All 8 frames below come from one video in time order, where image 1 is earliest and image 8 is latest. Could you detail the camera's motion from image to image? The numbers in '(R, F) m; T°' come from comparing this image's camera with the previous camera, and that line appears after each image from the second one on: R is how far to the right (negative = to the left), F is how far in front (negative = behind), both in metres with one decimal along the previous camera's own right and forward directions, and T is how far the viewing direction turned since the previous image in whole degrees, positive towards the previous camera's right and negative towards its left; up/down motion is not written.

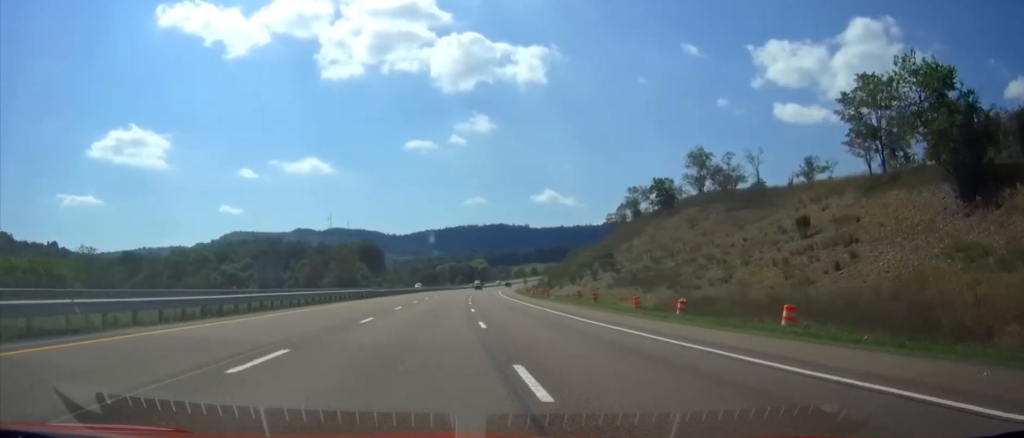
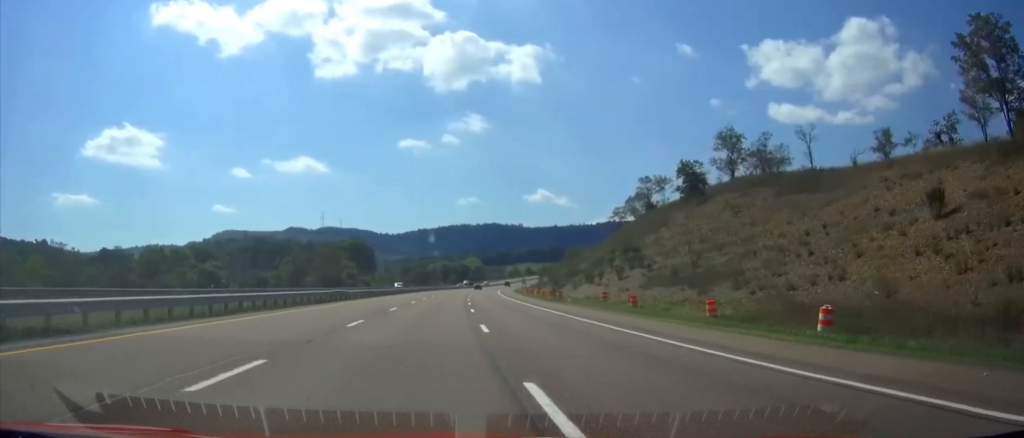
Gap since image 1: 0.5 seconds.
(0.0, +14.3) m; +1°
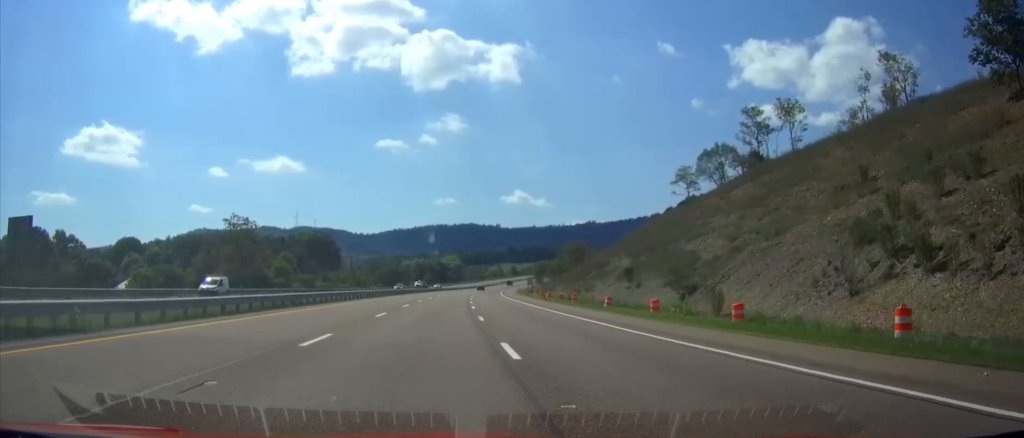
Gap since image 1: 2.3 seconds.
(+1.1, +57.6) m; +2°
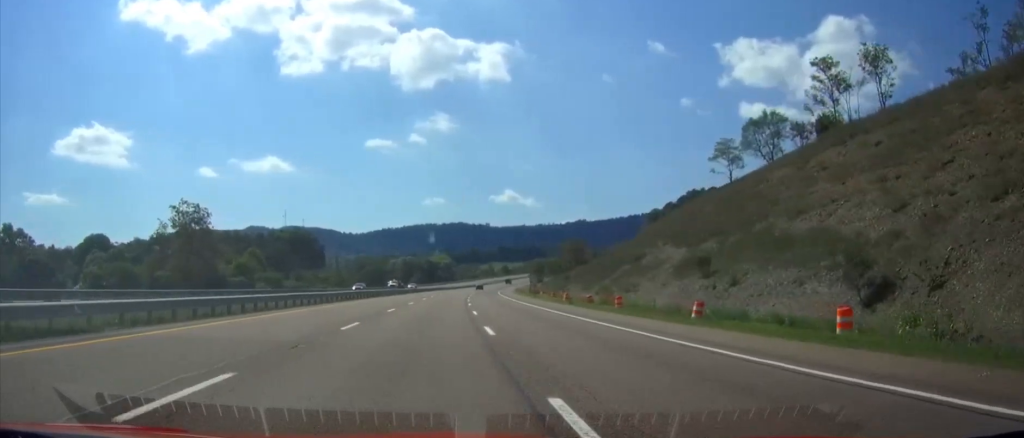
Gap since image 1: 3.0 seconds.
(+0.2, +19.7) m; +1°
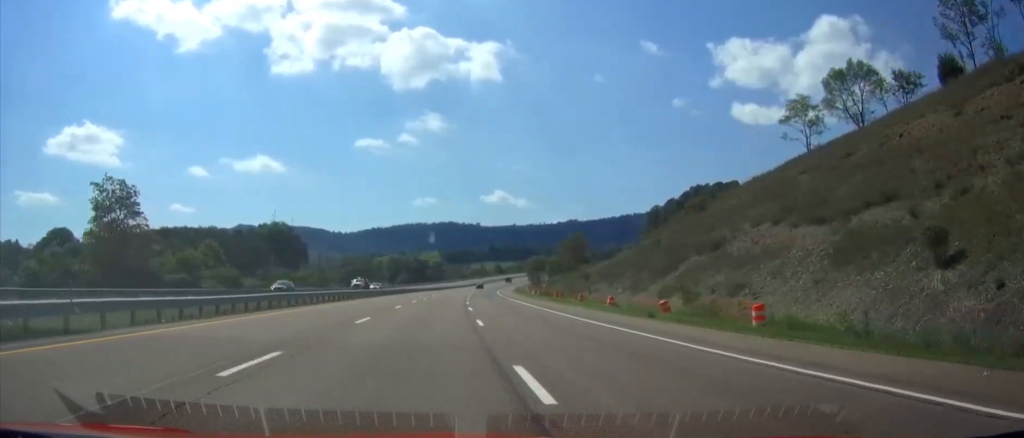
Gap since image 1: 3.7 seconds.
(+0.1, +21.8) m; +1°
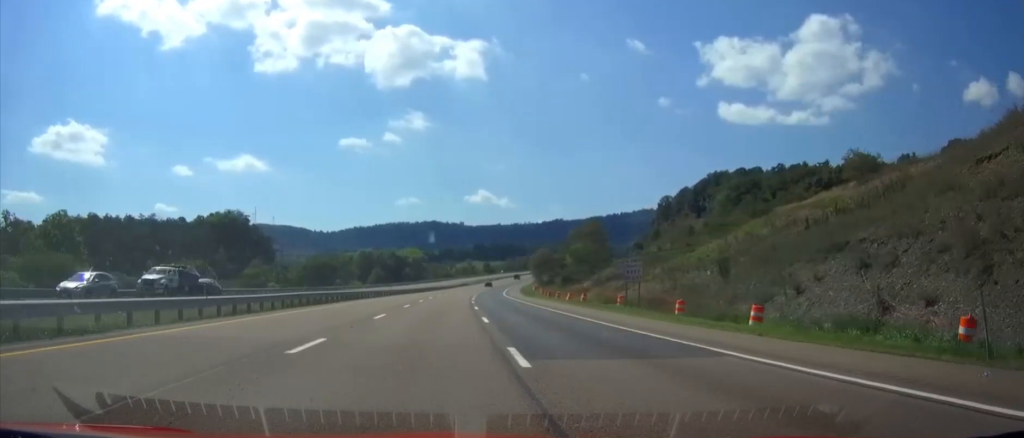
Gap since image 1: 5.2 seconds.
(+0.8, +48.1) m; +2°
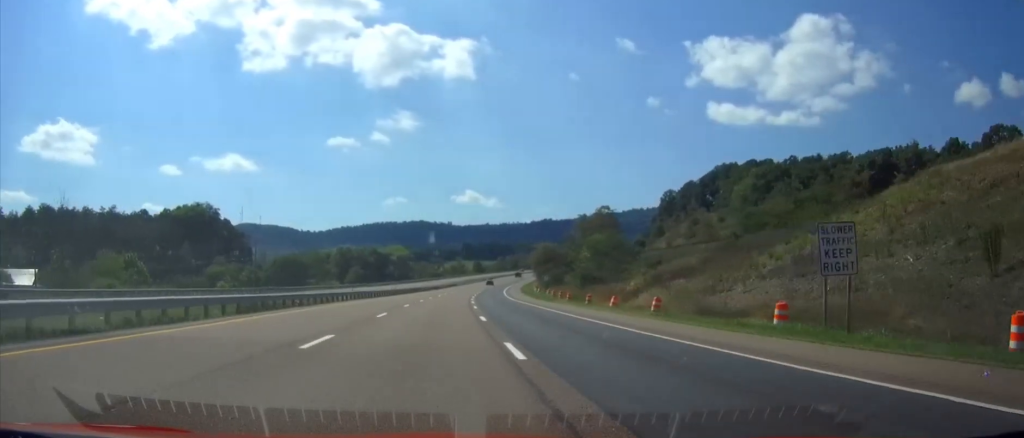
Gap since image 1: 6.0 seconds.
(+0.2, +24.1) m; +1°
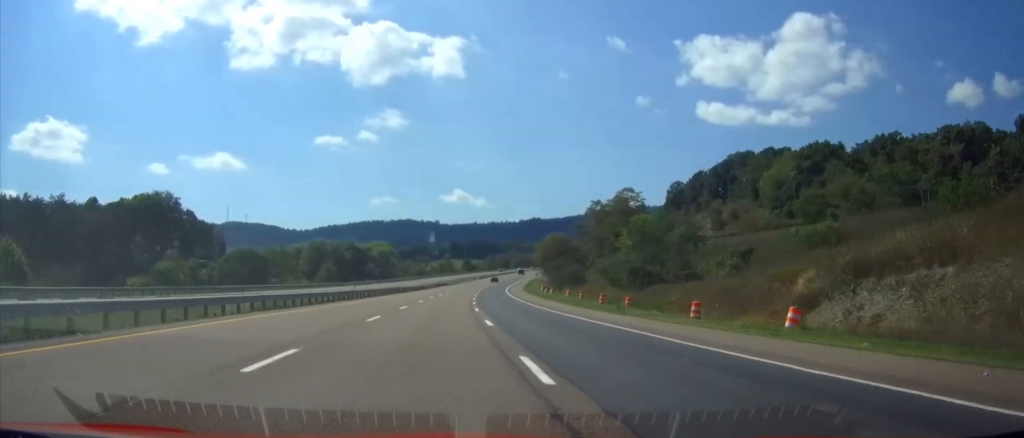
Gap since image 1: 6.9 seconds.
(+0.2, +28.4) m; +1°
